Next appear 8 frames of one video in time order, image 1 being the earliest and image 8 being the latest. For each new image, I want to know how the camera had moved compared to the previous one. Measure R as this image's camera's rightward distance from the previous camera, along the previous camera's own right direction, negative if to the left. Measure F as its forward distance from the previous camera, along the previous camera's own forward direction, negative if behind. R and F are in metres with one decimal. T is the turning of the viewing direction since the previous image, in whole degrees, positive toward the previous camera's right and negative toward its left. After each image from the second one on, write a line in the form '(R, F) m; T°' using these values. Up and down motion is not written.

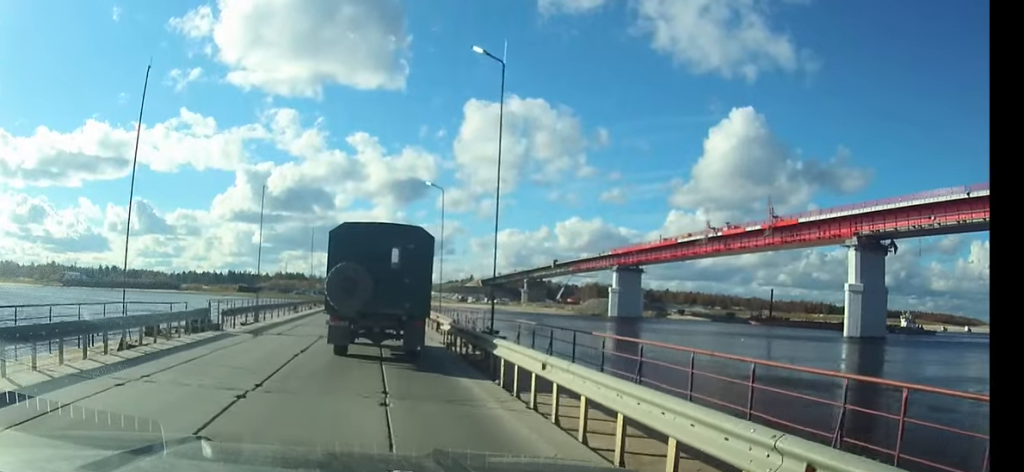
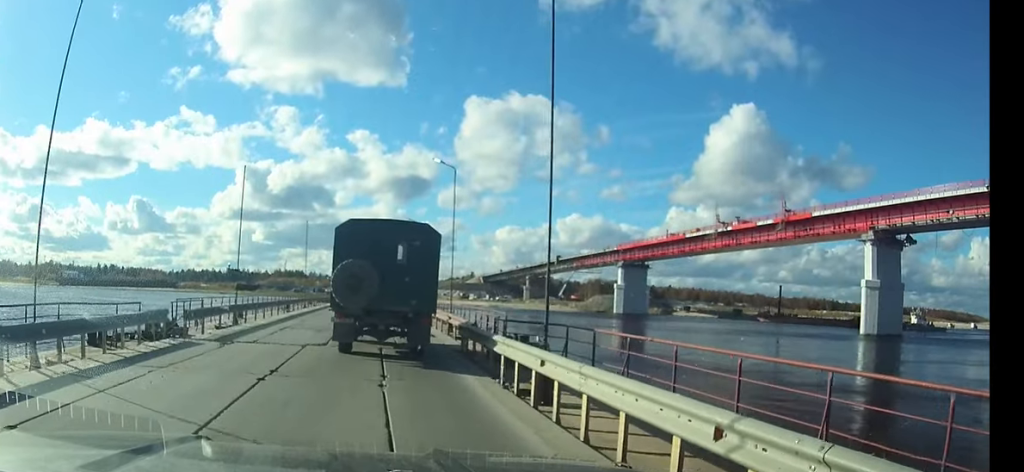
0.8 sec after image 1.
(0.0, +4.7) m; 0°
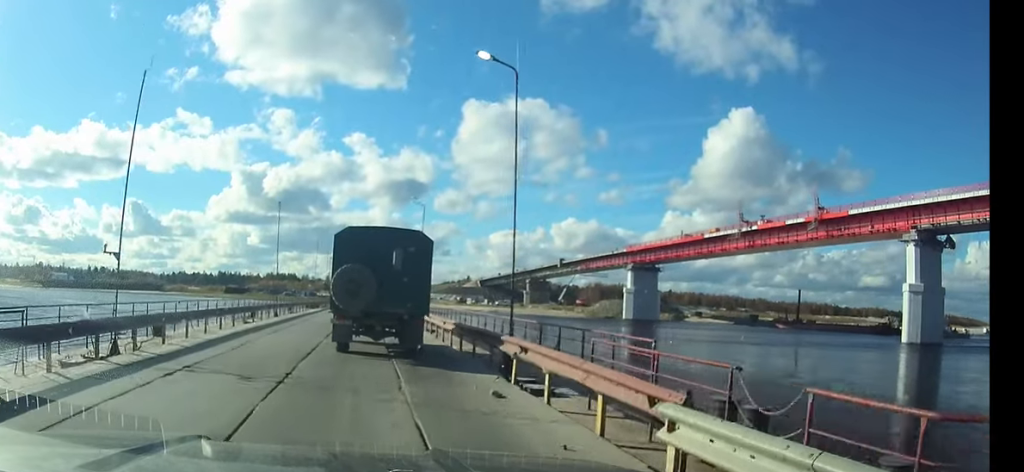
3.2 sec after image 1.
(+0.1, +12.8) m; 0°
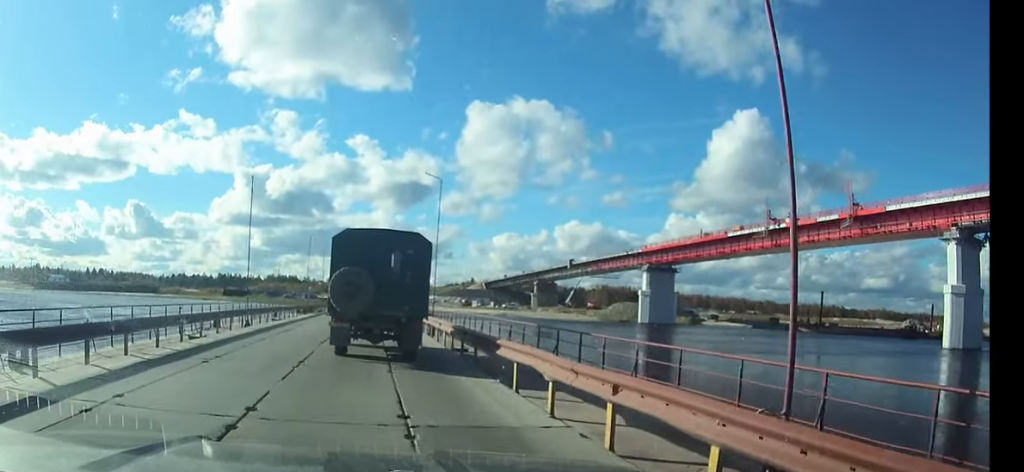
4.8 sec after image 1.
(0.0, +9.7) m; 0°
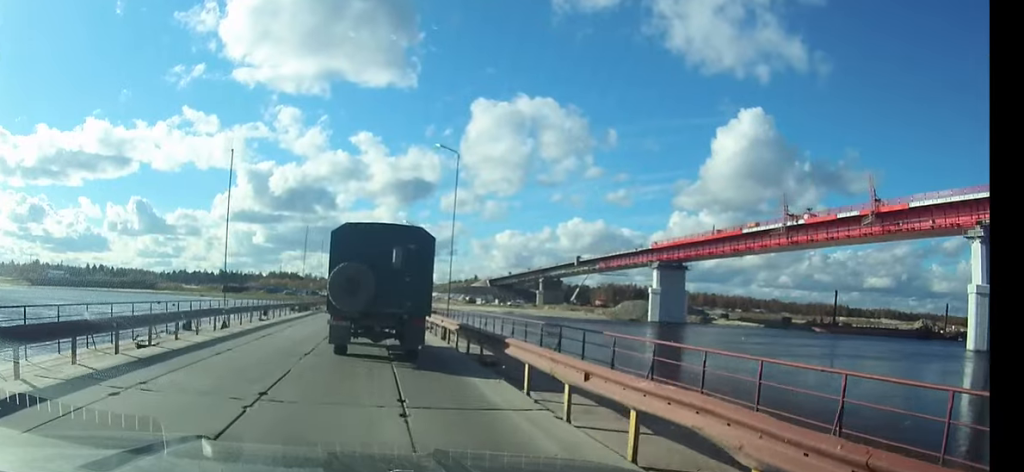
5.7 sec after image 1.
(0.0, +5.2) m; 0°
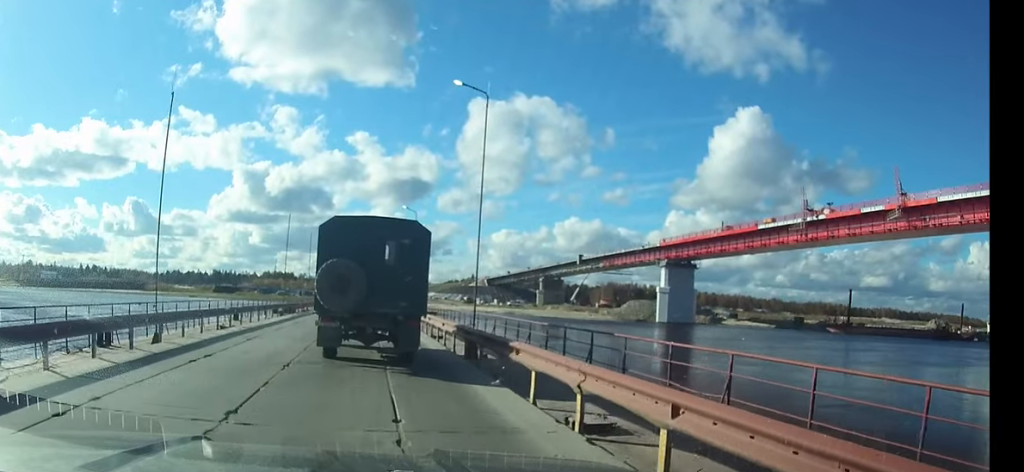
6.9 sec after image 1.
(0.0, +7.3) m; 0°
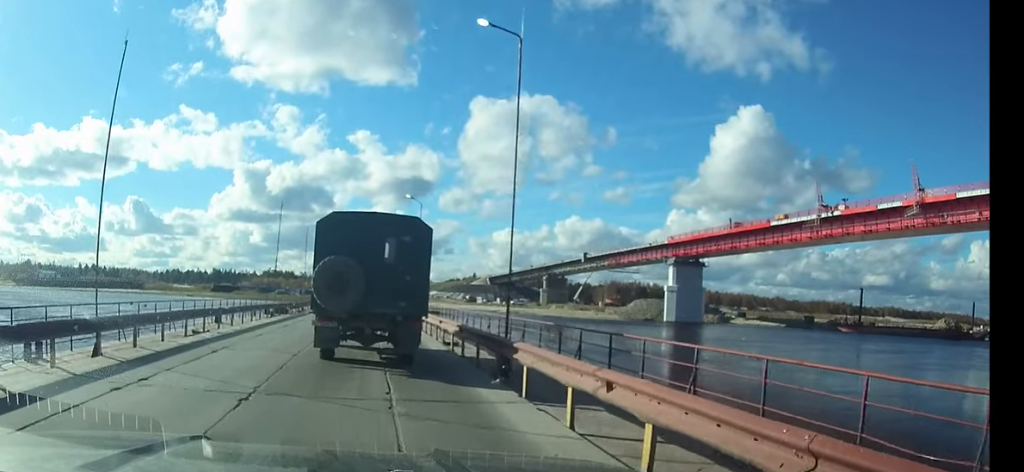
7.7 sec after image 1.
(0.0, +4.2) m; 0°
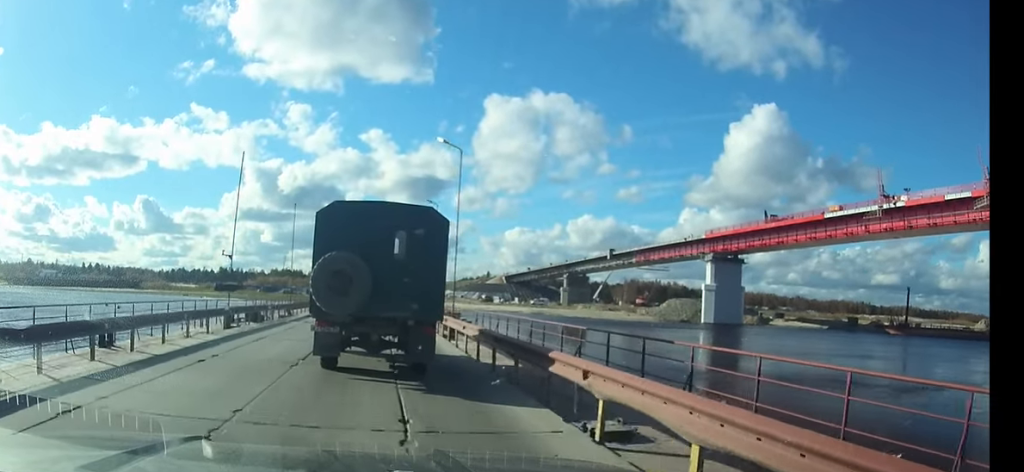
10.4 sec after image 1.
(-0.1, +12.8) m; -1°
